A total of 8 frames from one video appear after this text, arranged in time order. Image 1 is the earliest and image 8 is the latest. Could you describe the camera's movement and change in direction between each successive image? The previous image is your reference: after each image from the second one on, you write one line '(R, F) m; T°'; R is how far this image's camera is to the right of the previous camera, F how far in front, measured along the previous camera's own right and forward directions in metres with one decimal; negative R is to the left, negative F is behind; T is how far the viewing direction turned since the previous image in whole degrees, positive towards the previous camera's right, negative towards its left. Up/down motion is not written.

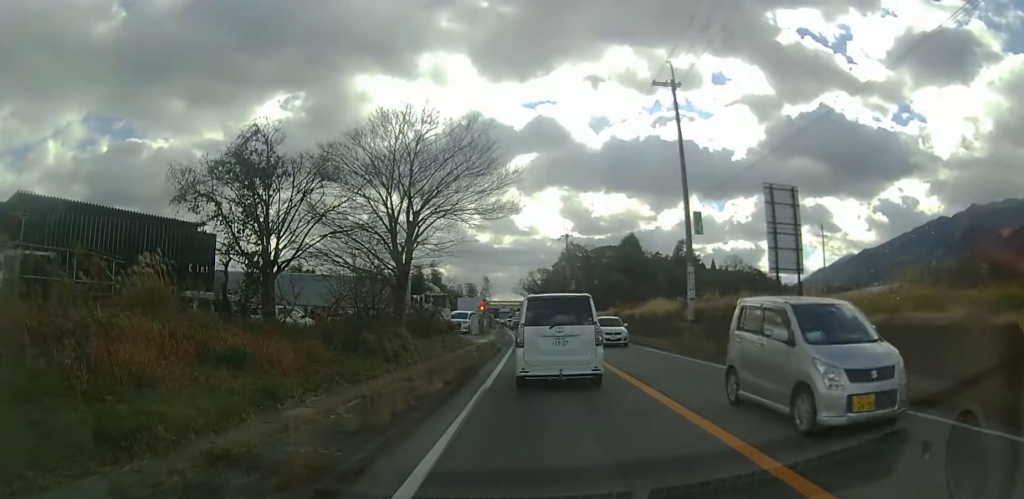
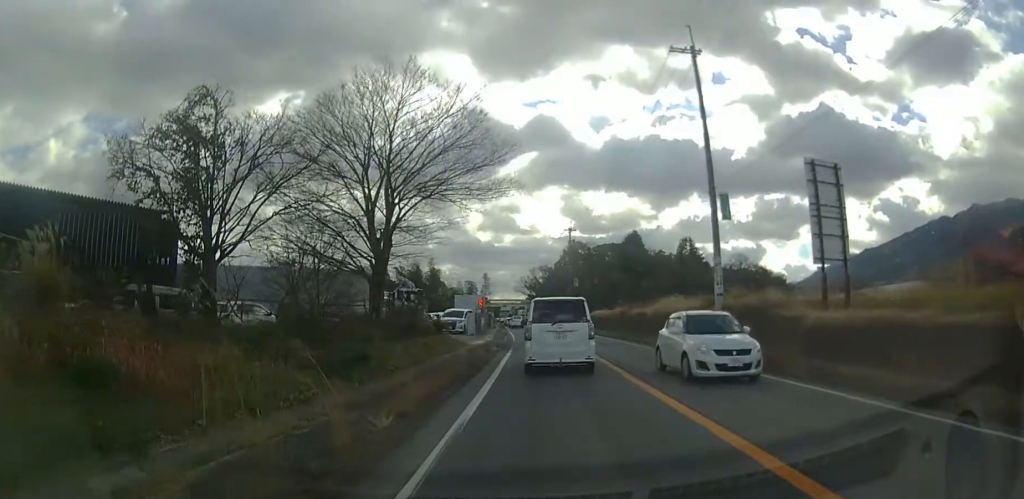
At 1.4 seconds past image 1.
(0.0, +0.7) m; 0°
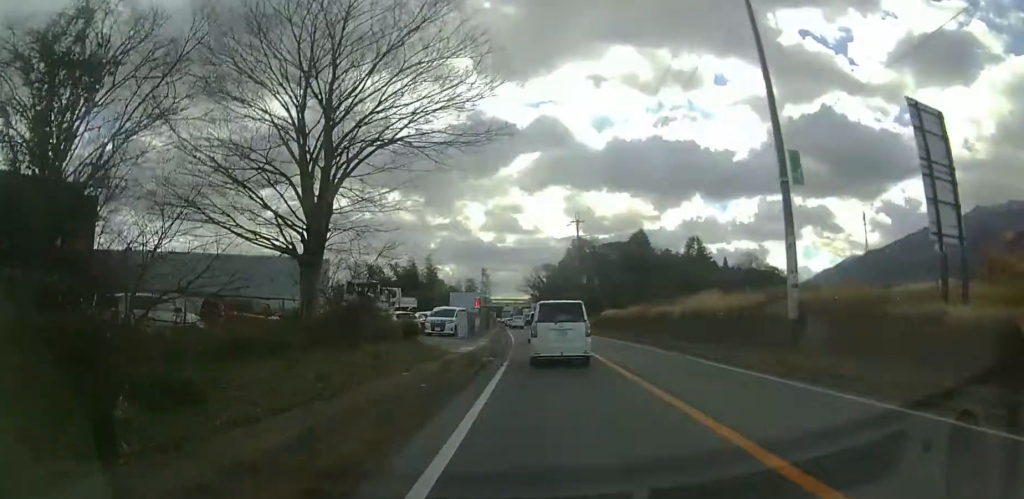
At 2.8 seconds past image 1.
(0.0, +3.7) m; -1°
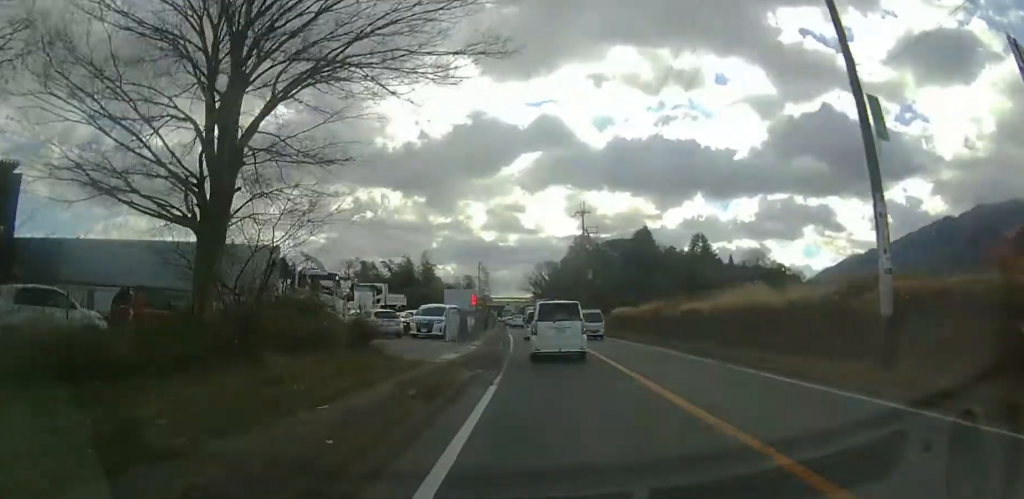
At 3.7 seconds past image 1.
(0.0, +3.4) m; 0°
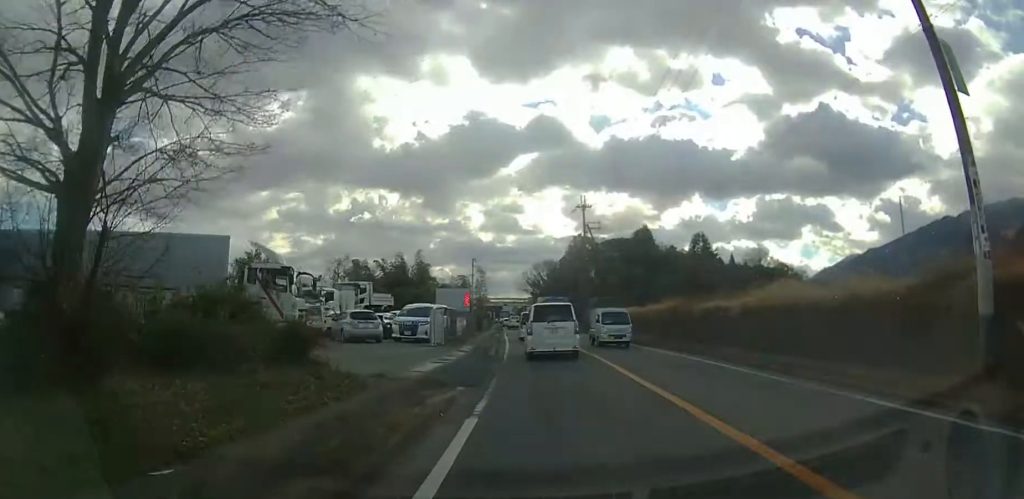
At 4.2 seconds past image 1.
(0.0, +2.4) m; 0°
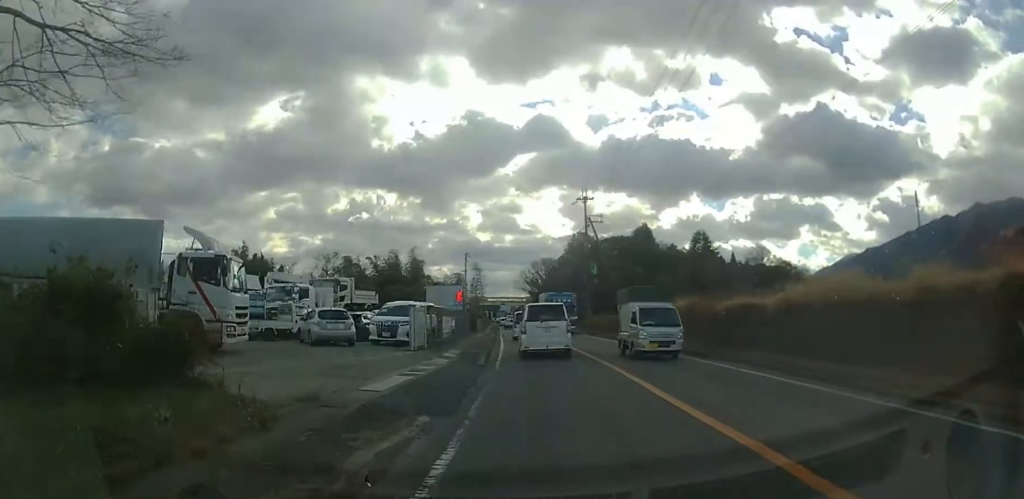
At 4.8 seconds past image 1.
(0.0, +2.8) m; 0°
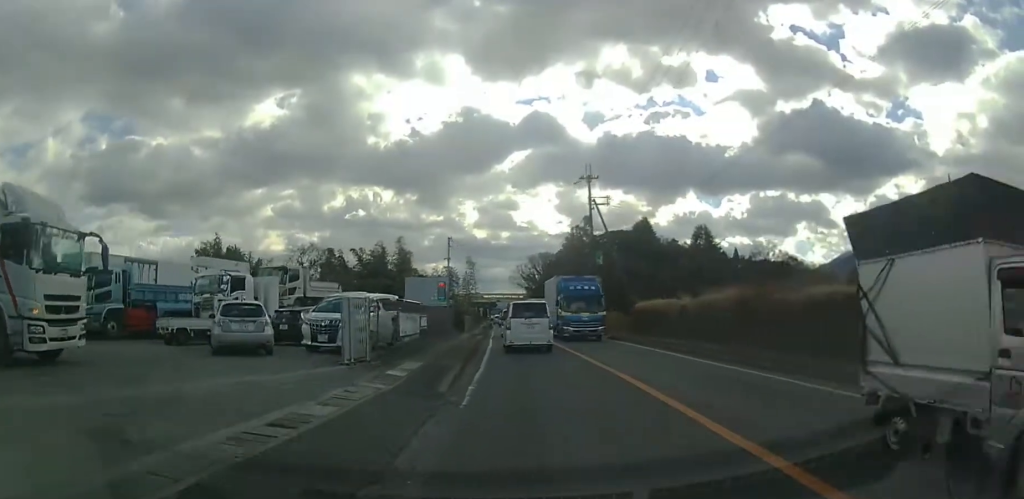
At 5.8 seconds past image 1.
(0.0, +5.8) m; 0°
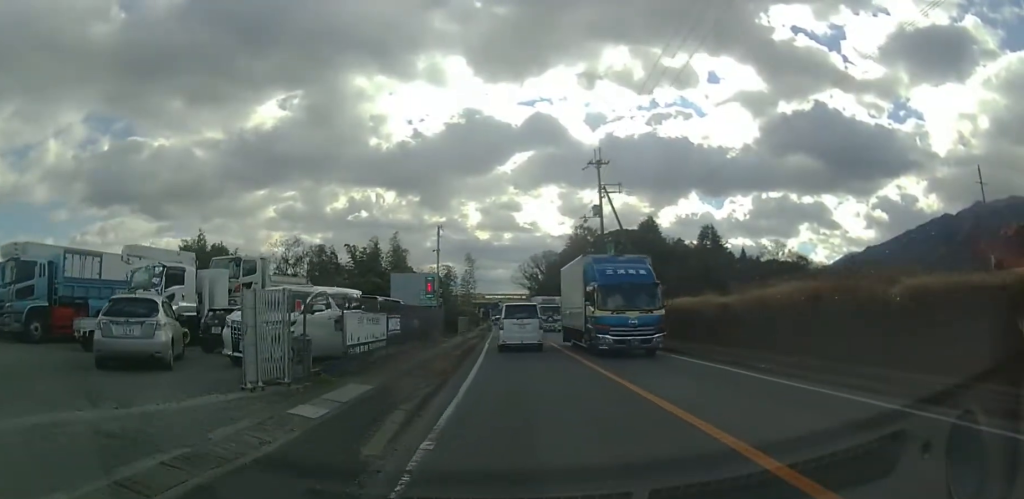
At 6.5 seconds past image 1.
(0.0, +4.9) m; 0°
